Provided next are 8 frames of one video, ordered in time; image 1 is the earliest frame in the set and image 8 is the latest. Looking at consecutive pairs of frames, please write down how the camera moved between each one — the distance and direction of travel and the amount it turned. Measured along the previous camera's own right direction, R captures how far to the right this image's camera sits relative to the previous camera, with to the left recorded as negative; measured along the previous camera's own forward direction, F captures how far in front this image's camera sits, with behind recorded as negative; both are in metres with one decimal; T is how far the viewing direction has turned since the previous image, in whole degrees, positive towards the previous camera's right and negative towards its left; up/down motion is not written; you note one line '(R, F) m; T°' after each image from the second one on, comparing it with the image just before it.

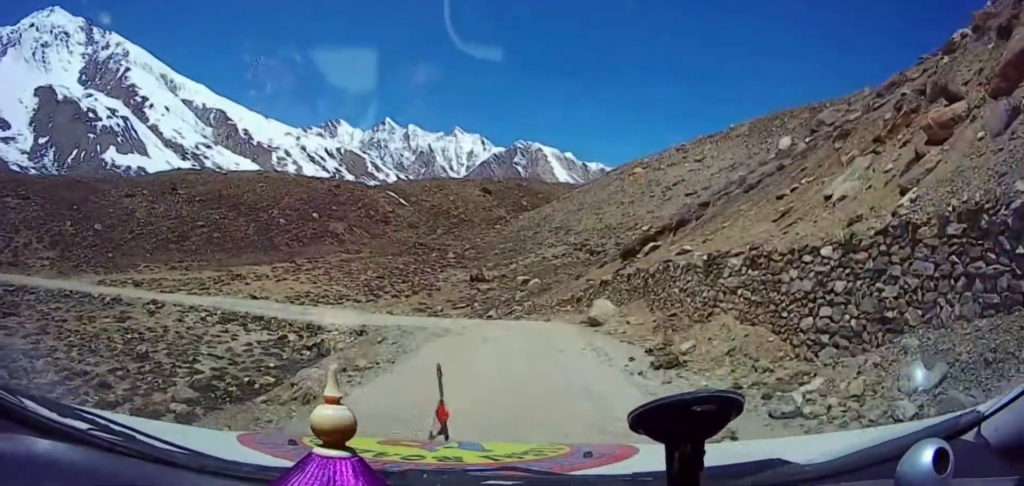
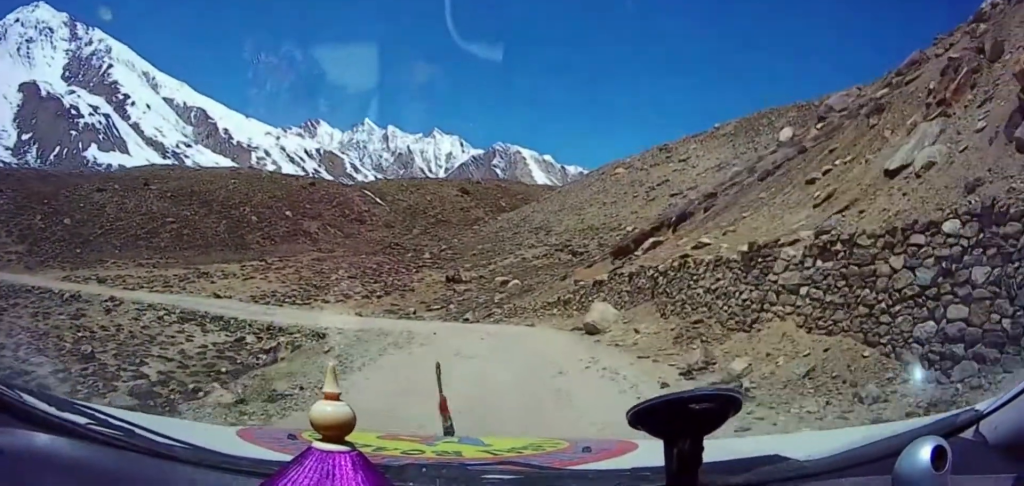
(-0.1, +3.0) m; -4°
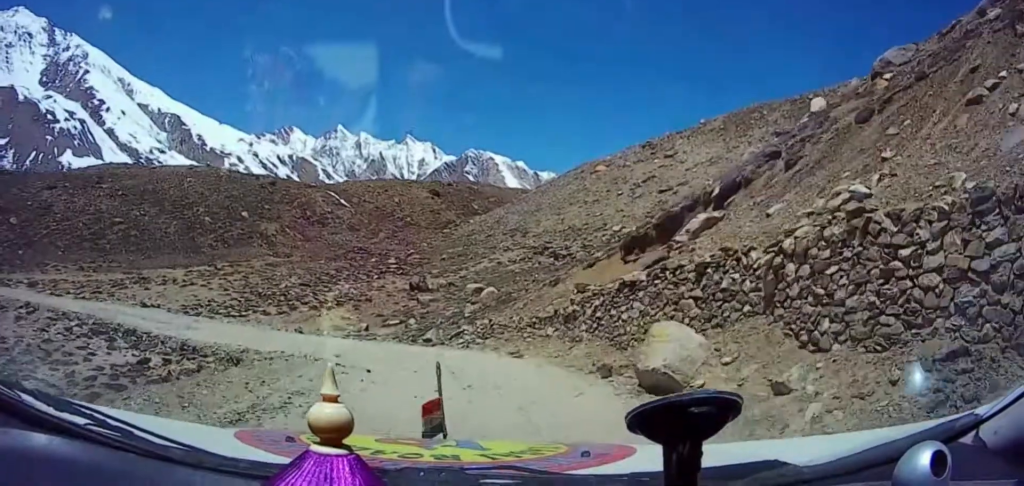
(-0.3, +7.2) m; -2°
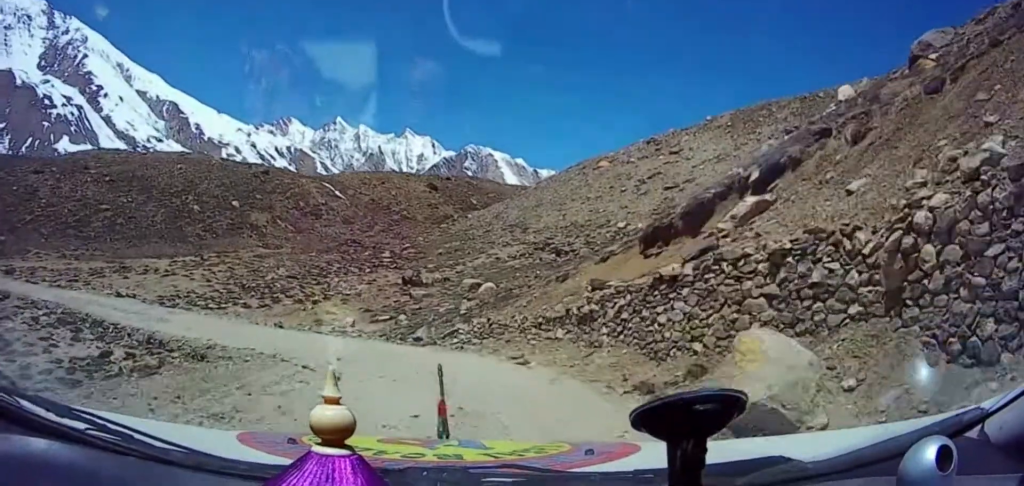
(0.0, +2.6) m; 0°
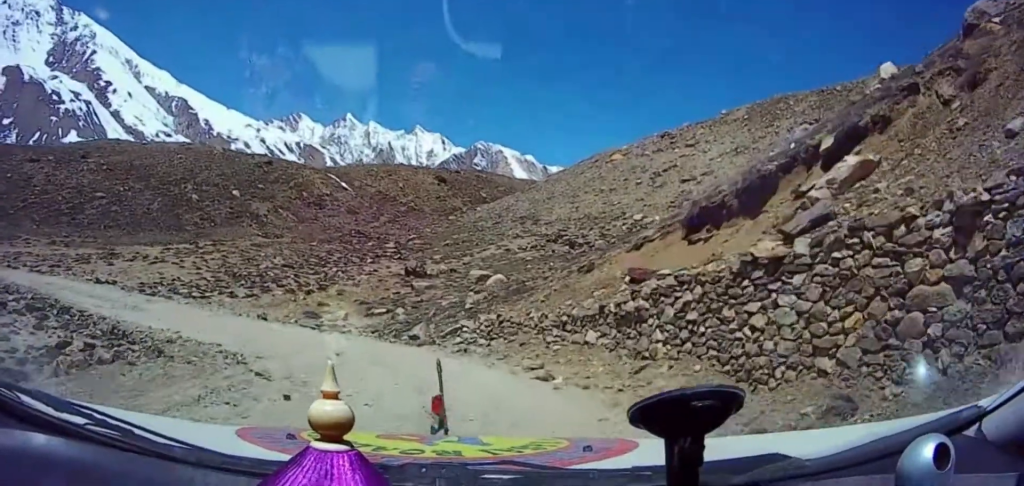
(0.0, +3.2) m; 0°
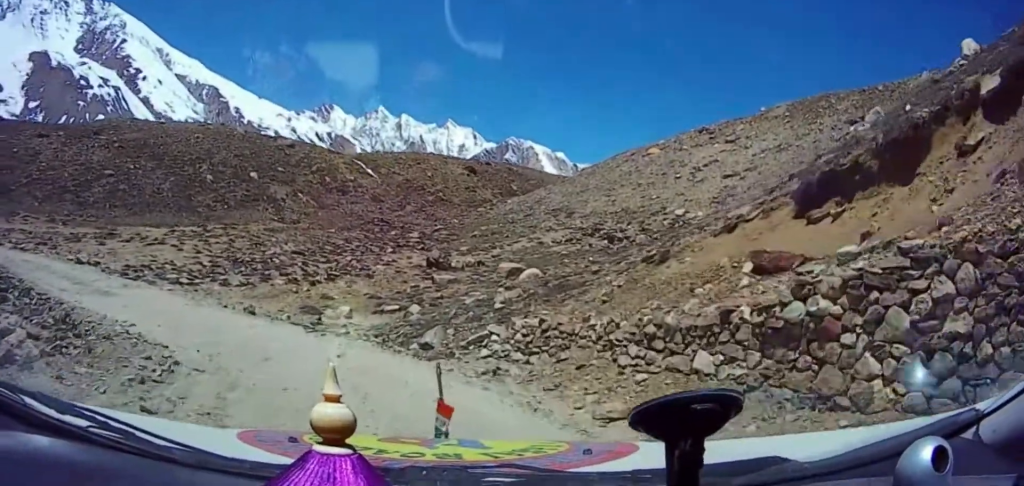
(0.0, +4.5) m; 0°
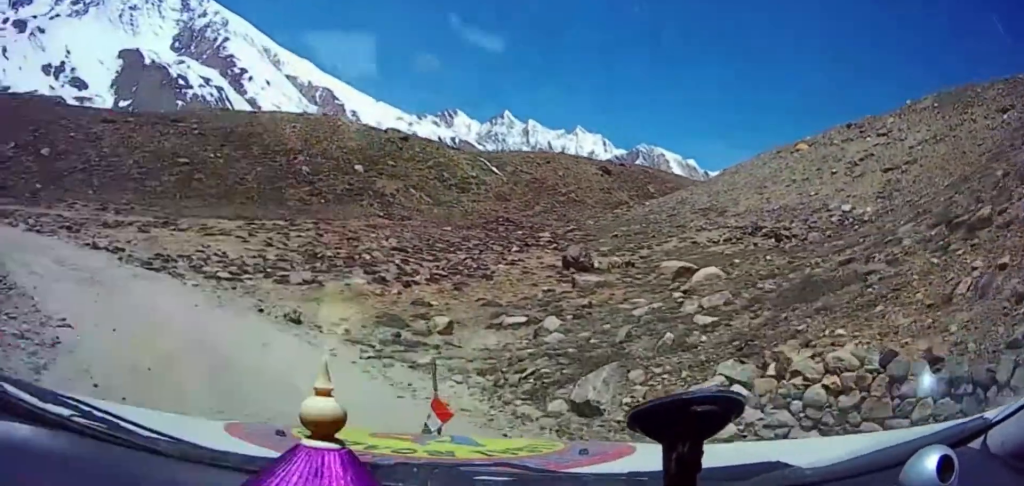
(0.0, +6.9) m; -2°
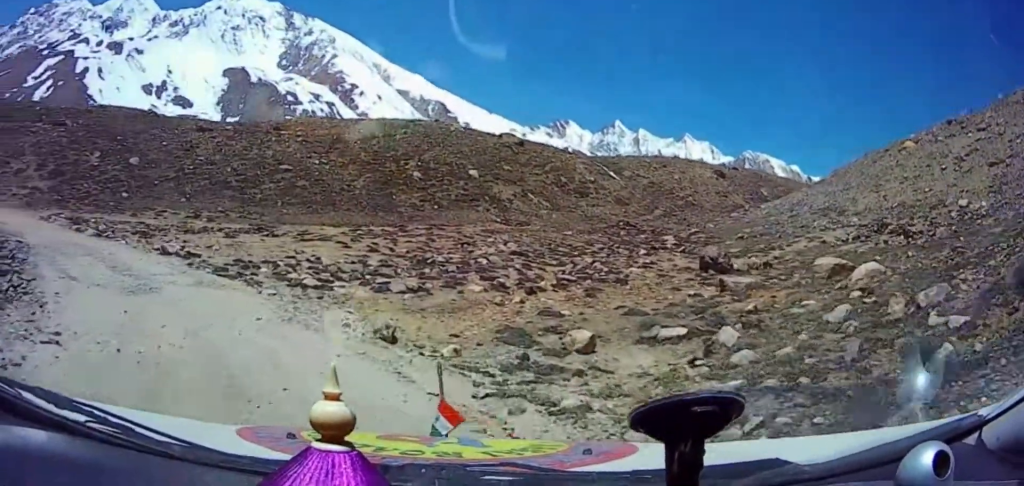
(0.0, +3.4) m; -17°
